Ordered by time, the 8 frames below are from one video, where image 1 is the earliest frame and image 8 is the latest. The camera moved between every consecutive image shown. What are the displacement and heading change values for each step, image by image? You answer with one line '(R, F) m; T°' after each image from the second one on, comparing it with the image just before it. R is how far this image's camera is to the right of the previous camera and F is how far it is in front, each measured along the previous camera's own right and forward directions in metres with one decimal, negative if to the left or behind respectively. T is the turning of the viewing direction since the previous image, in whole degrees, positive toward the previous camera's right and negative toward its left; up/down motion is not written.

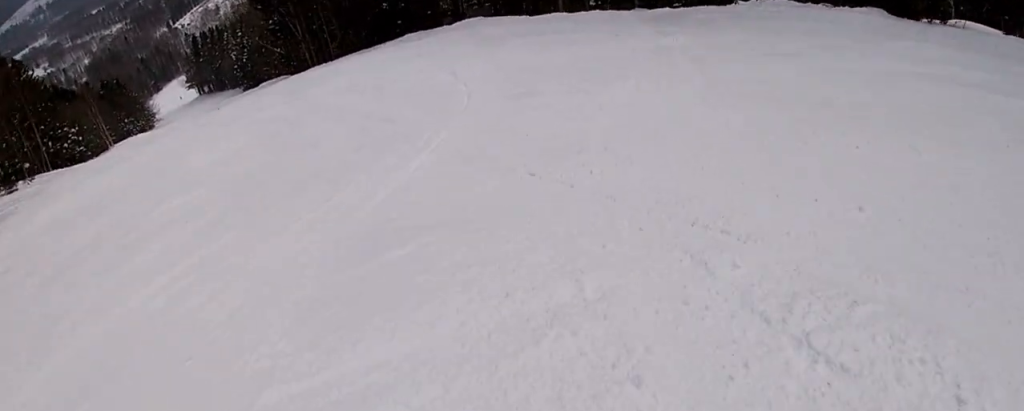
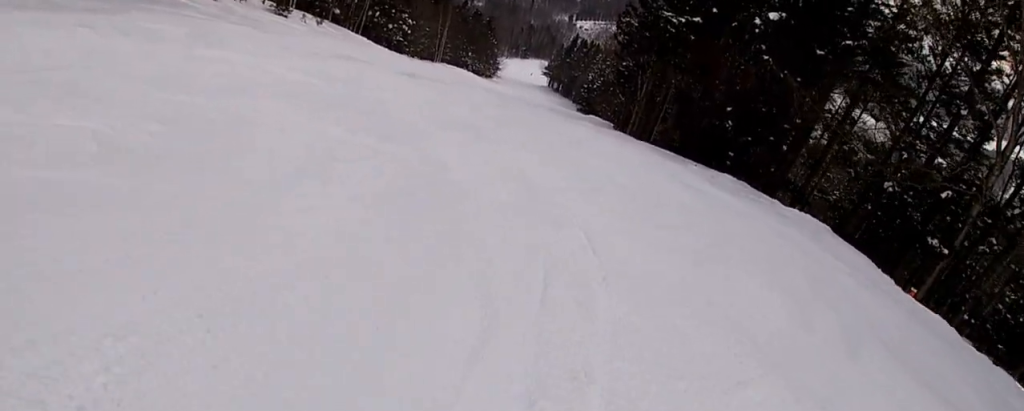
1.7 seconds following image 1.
(+1.6, +8.6) m; +2°
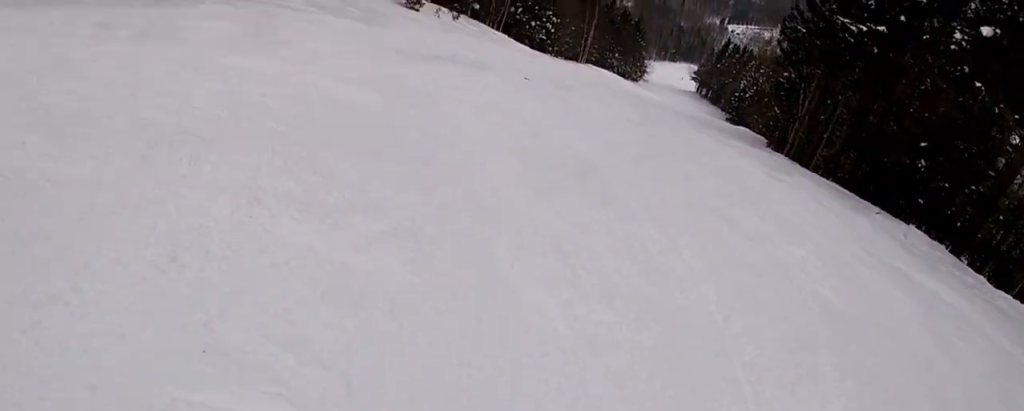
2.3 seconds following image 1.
(+0.3, +3.4) m; -18°
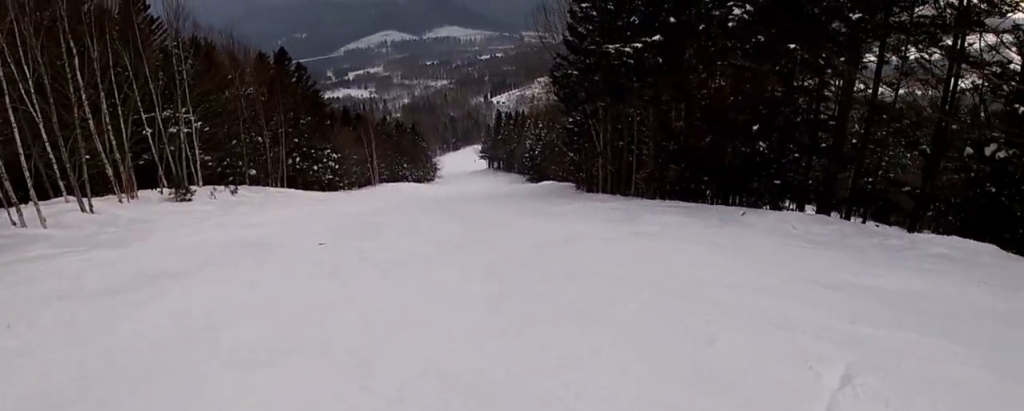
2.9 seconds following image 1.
(-1.4, +3.1) m; +2°
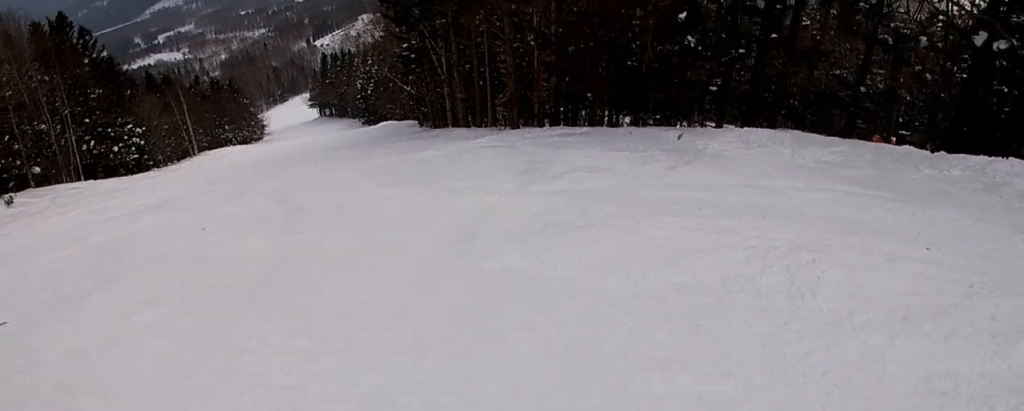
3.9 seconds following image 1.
(+0.7, +4.8) m; +11°
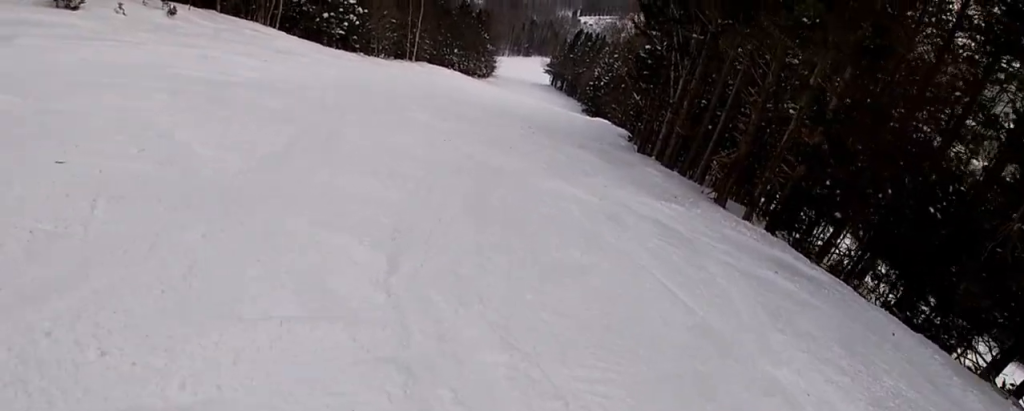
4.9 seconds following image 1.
(+0.6, +5.9) m; -7°
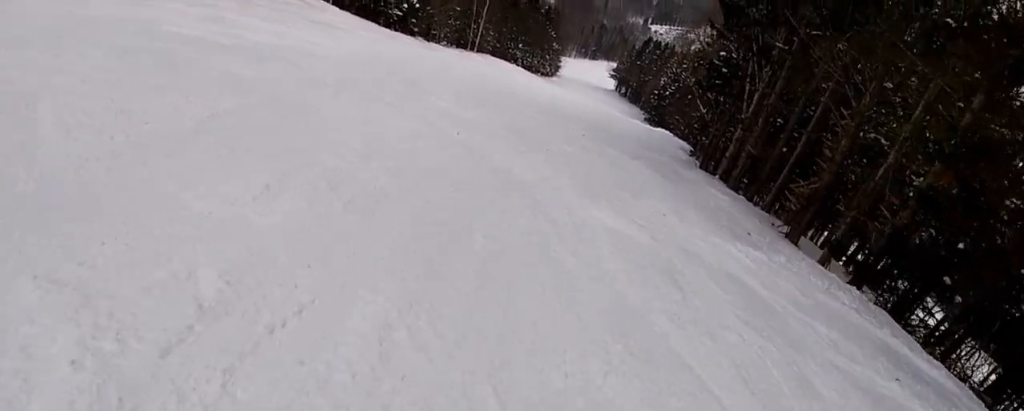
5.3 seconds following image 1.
(+0.1, +2.6) m; -10°
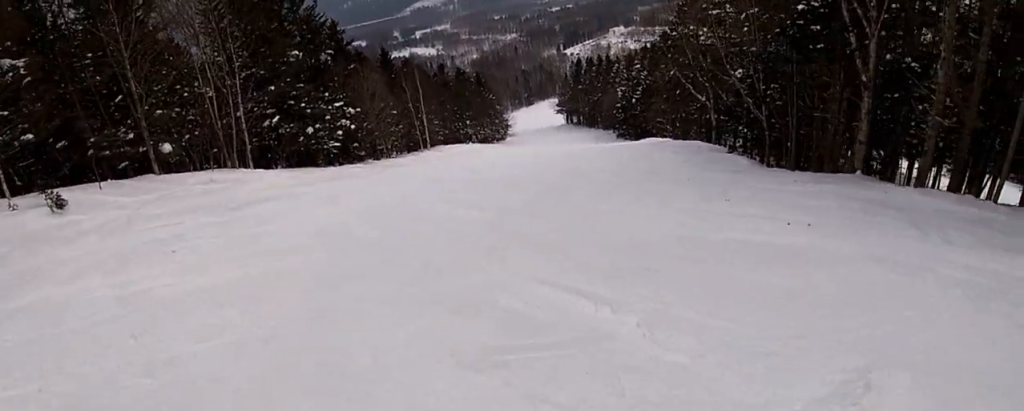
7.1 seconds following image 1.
(-2.8, +9.8) m; -10°
